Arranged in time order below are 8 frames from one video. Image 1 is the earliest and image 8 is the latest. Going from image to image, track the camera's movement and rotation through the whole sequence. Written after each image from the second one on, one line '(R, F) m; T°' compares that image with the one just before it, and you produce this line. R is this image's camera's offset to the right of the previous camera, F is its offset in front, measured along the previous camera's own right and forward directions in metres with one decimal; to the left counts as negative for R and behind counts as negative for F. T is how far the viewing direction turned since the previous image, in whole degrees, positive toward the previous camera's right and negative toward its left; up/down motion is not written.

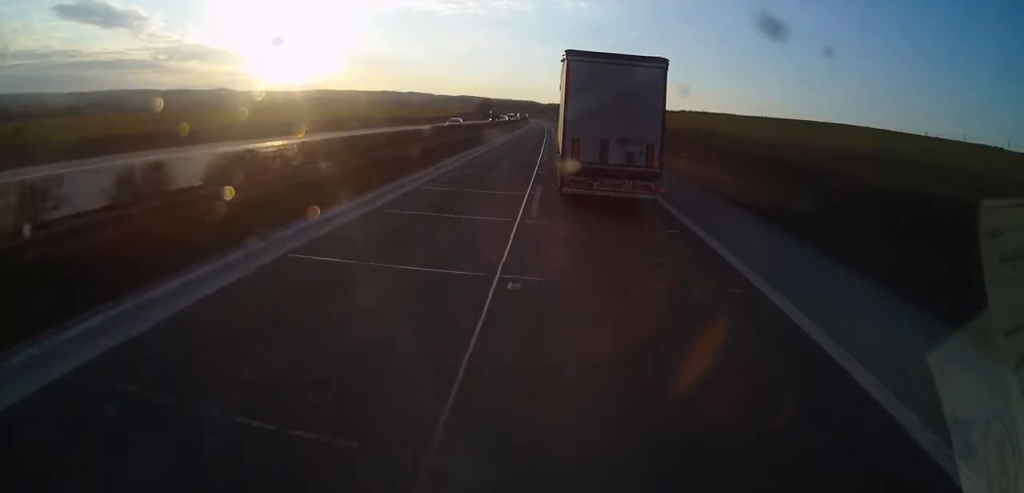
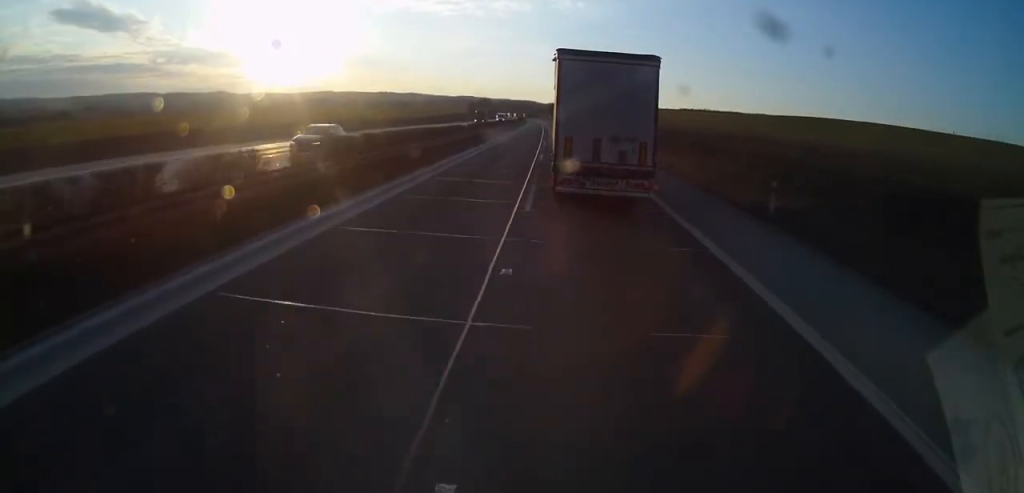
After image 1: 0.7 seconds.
(0.0, +17.0) m; 0°
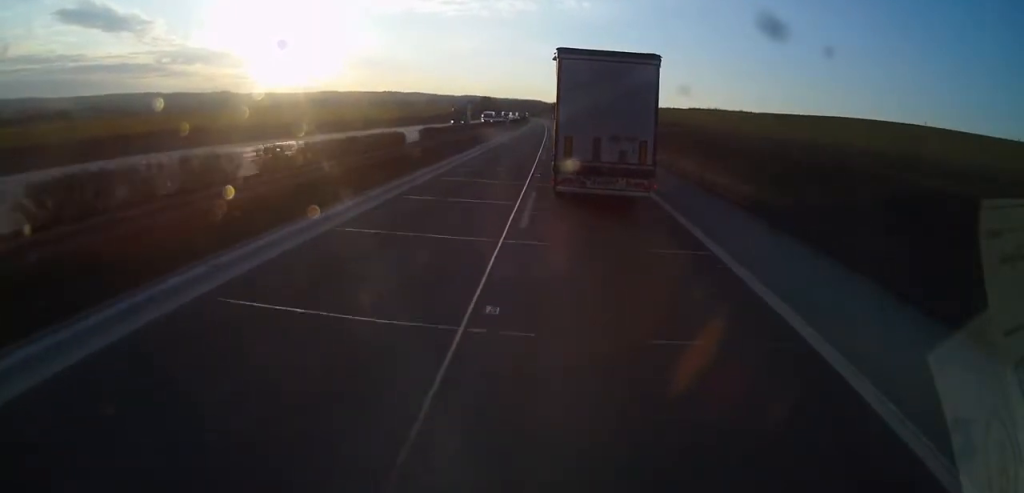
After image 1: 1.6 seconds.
(-0.1, +20.1) m; -1°
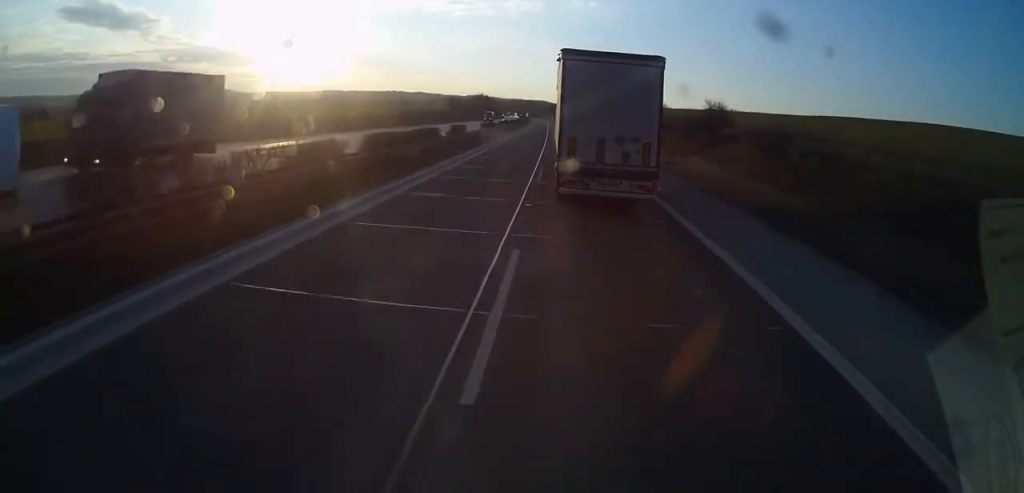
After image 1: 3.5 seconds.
(-0.3, +44.2) m; -1°
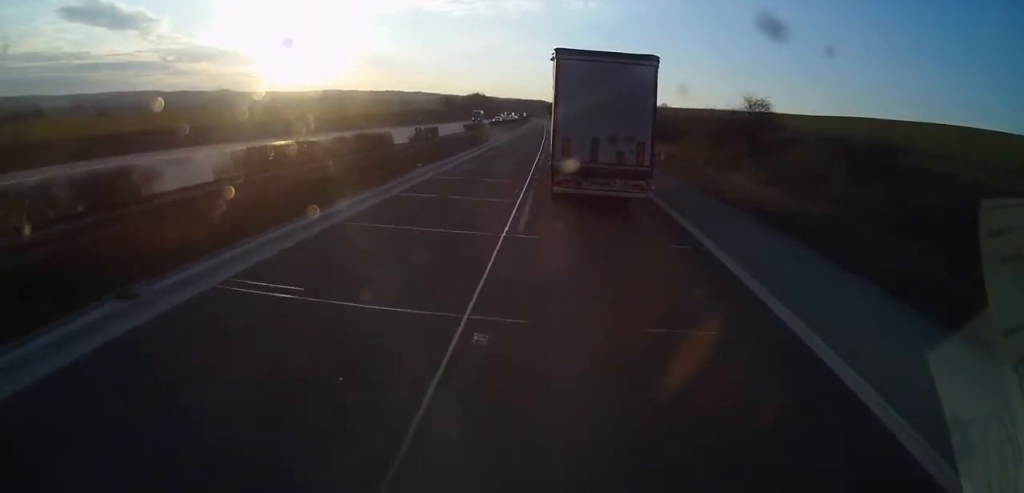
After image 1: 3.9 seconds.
(0.0, +10.1) m; 0°
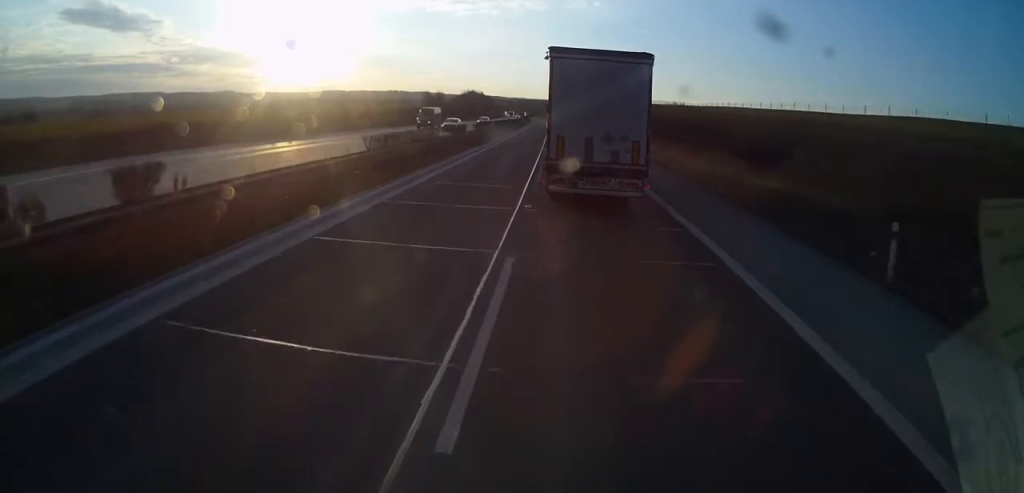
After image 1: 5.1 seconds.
(-0.2, +26.4) m; -1°
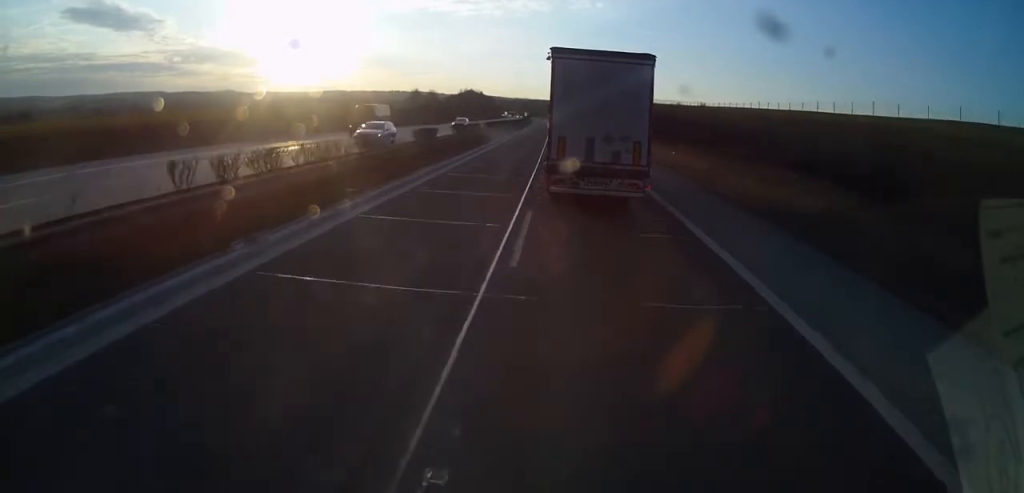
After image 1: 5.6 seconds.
(0.0, +12.4) m; 0°
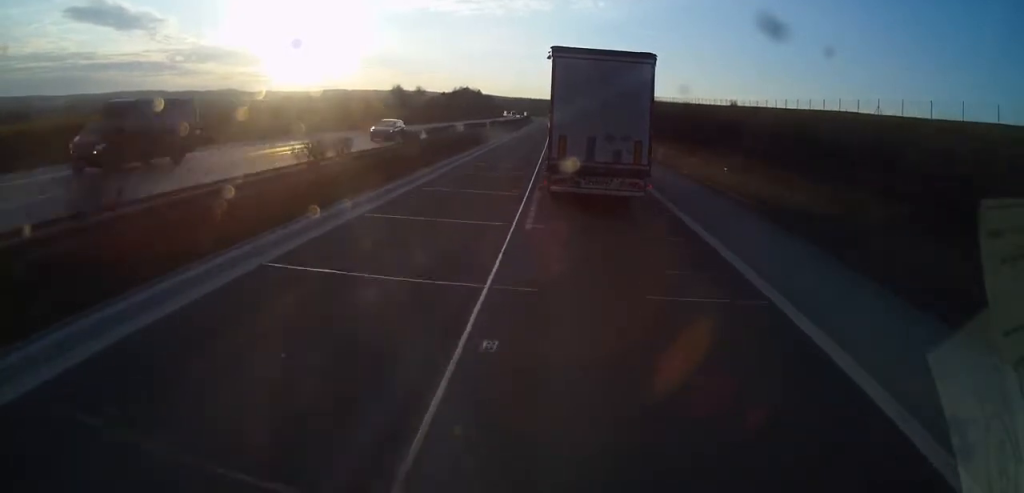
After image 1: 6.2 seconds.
(0.0, +14.8) m; 0°
